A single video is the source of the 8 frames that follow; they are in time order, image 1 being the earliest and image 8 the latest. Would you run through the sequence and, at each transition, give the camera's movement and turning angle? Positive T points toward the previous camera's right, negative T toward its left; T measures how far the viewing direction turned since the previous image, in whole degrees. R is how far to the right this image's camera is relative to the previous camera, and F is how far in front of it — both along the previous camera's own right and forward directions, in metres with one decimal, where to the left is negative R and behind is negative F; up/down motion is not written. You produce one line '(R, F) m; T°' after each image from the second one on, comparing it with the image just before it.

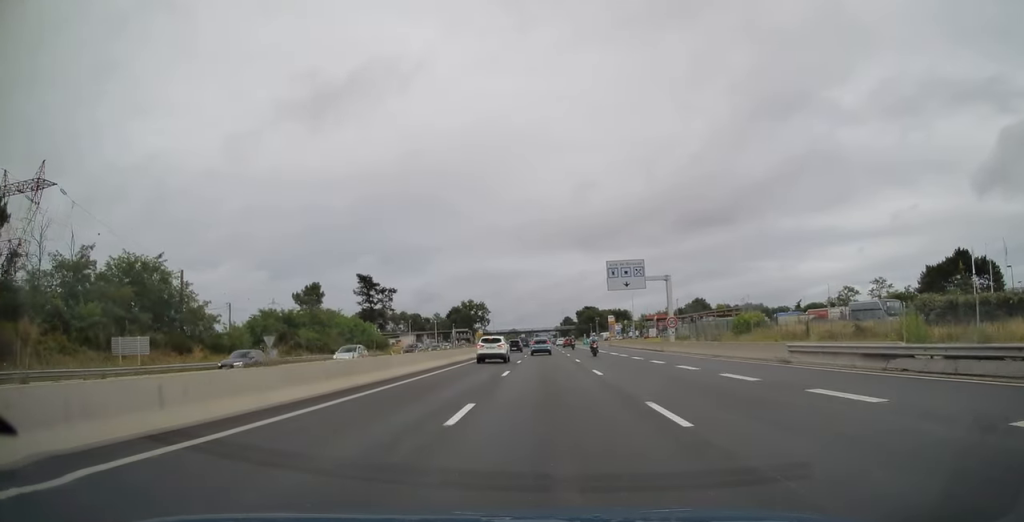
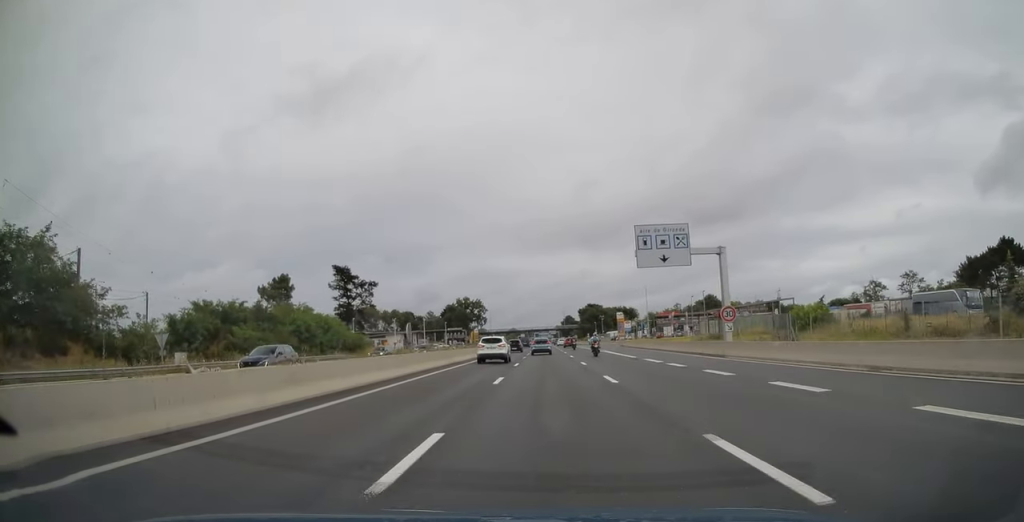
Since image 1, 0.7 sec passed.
(0.0, +17.5) m; 0°
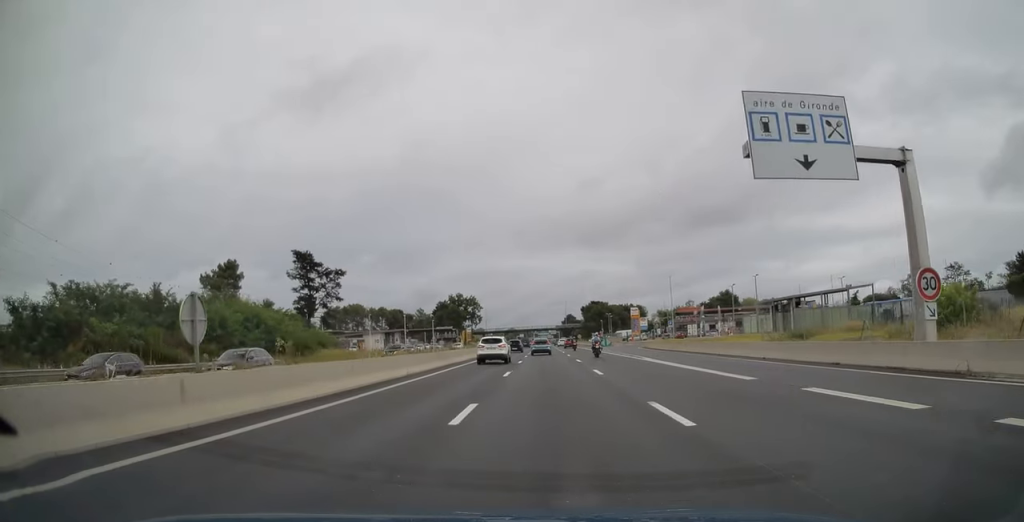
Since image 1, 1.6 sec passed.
(-0.1, +22.0) m; 0°
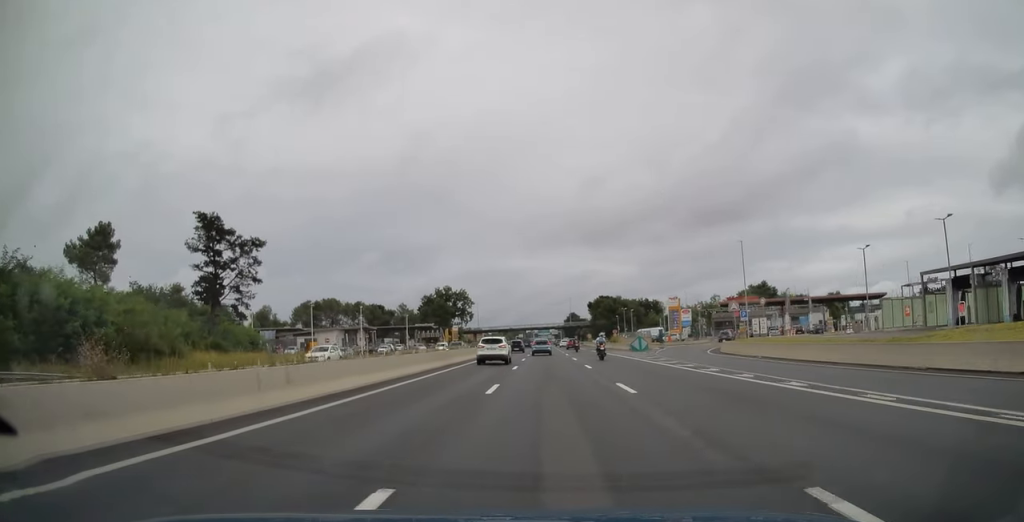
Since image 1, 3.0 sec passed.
(+0.2, +33.9) m; 0°
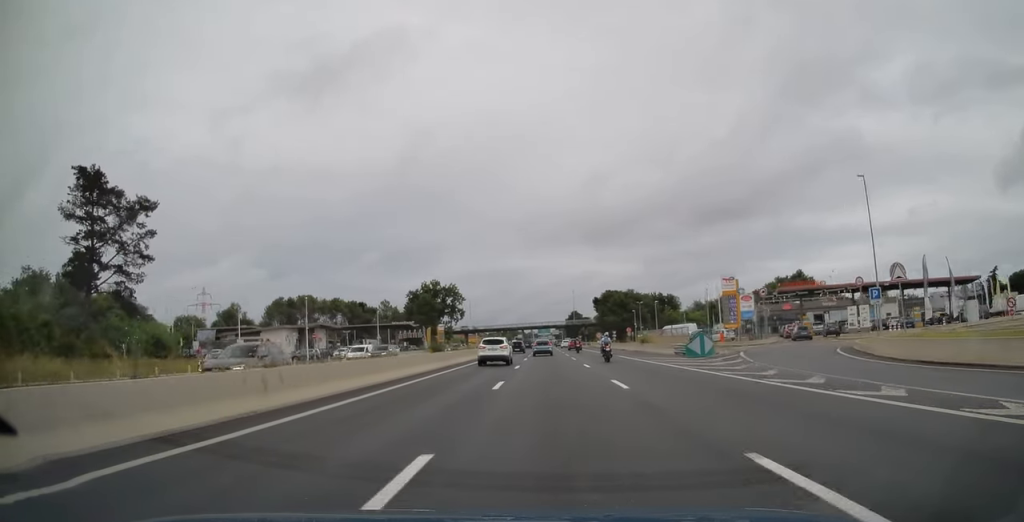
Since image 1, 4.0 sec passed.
(0.0, +24.6) m; 0°
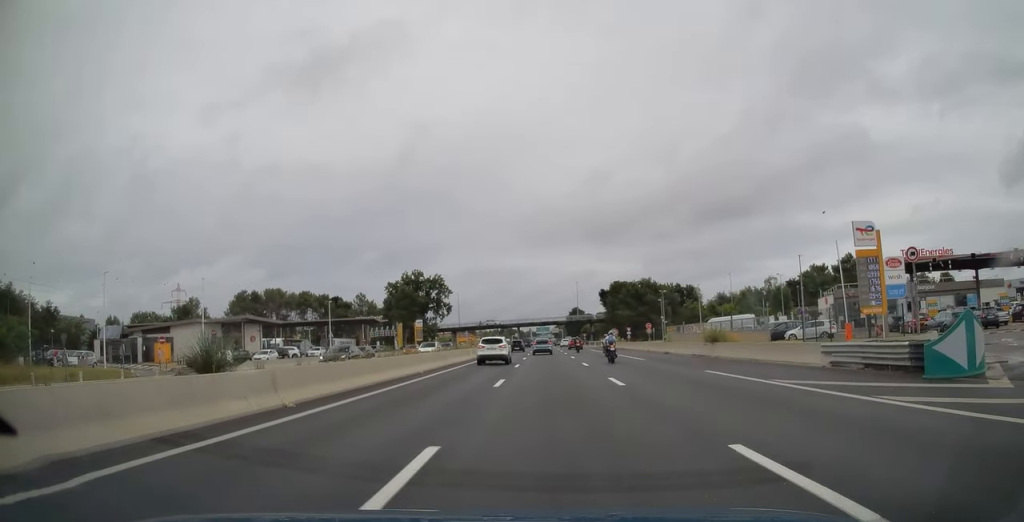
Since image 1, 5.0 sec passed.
(0.0, +25.7) m; 0°
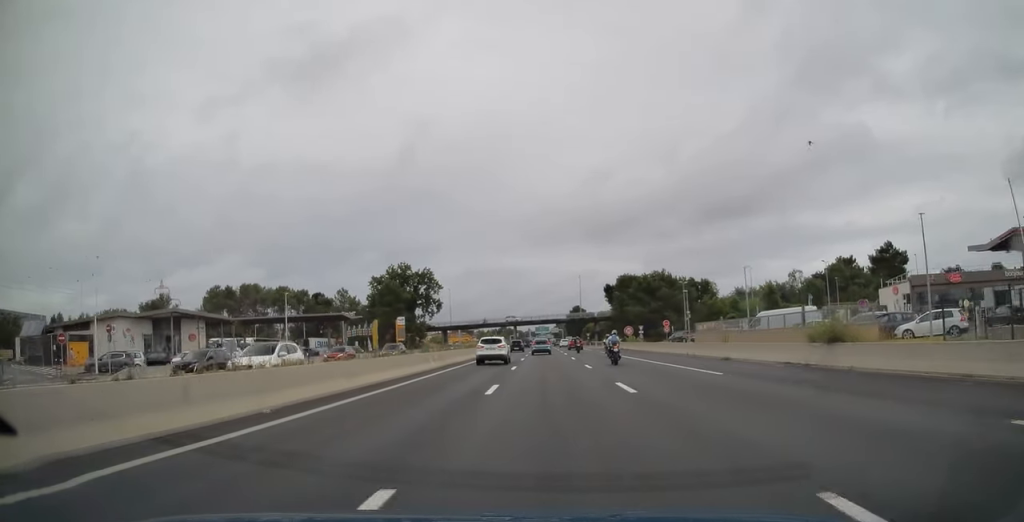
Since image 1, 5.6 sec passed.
(0.0, +15.5) m; 0°
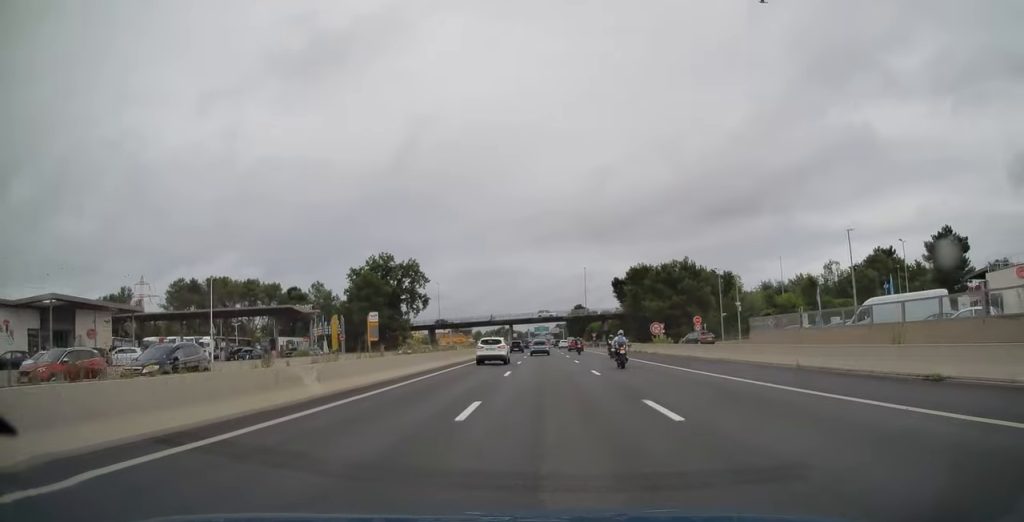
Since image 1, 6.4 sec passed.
(-0.1, +17.9) m; 0°
